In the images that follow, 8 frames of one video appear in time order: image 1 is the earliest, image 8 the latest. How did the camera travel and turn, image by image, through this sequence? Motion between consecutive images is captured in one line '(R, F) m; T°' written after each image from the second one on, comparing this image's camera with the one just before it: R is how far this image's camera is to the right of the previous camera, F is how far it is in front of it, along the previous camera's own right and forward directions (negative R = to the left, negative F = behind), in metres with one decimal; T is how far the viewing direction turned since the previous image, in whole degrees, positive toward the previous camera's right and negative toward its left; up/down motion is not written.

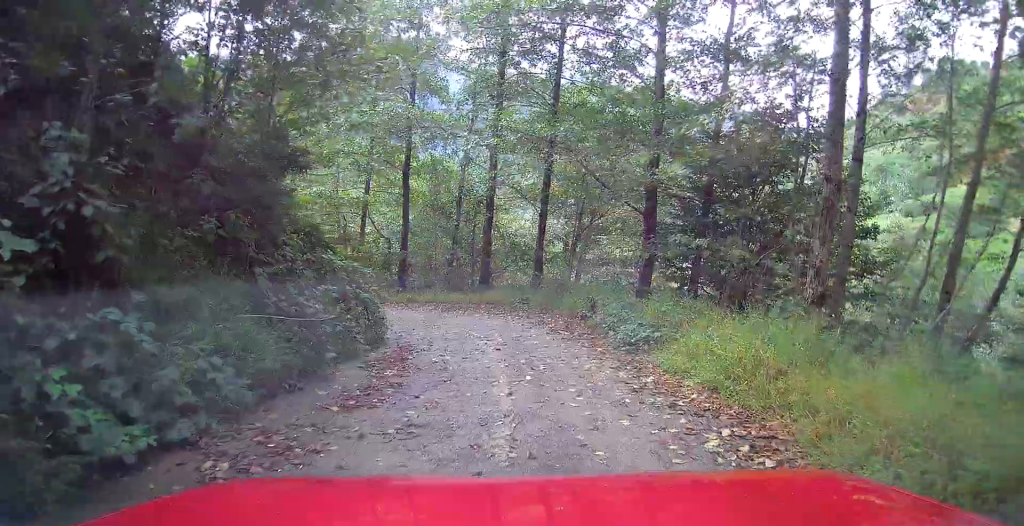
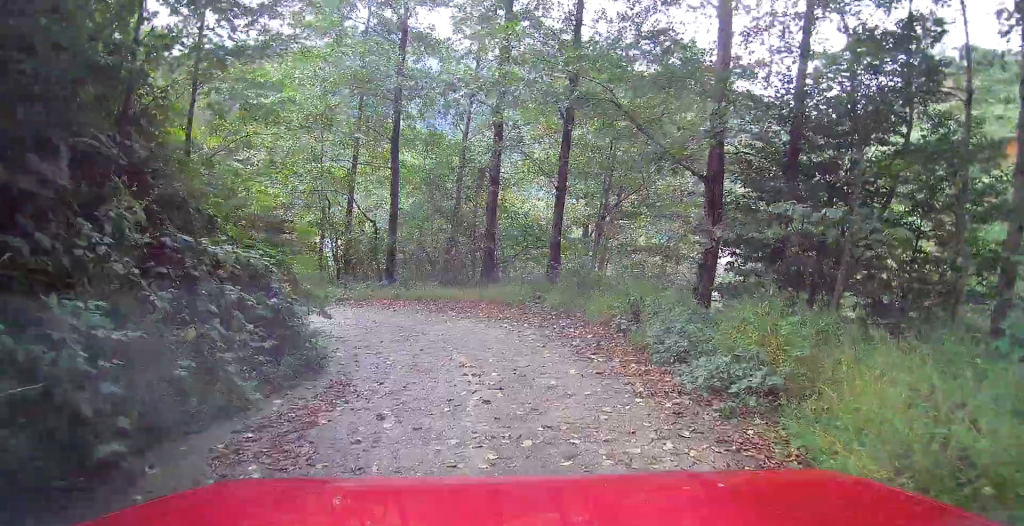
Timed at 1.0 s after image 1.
(0.0, +4.1) m; -2°
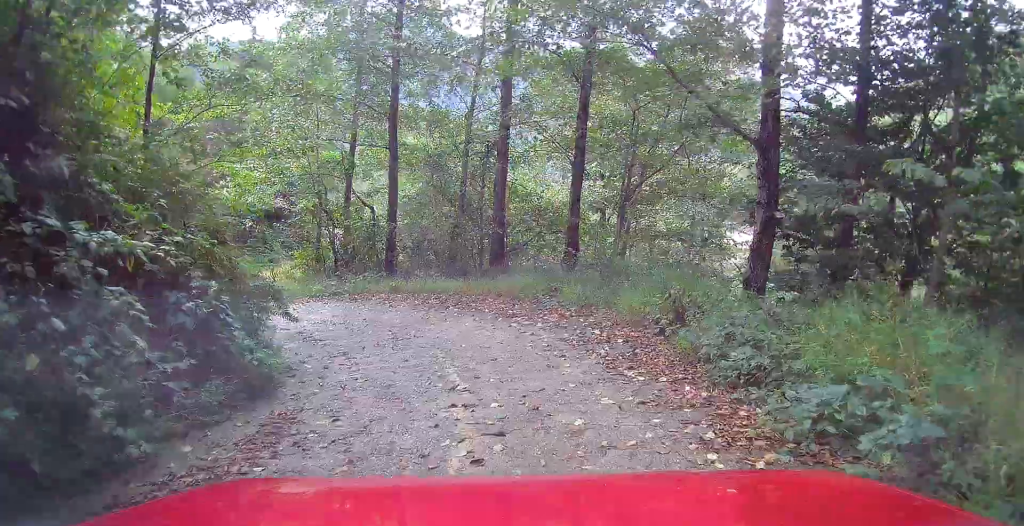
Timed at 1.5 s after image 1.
(-0.1, +1.8) m; -3°
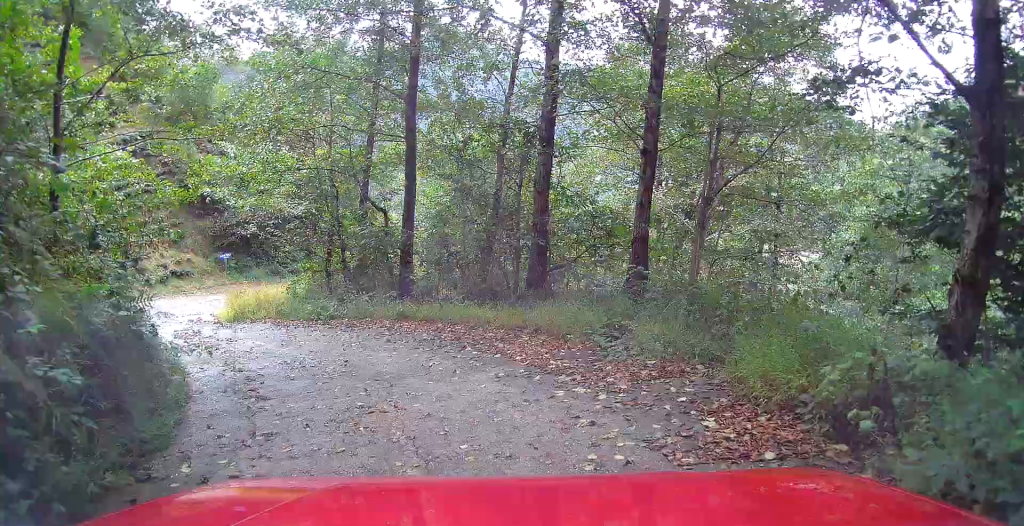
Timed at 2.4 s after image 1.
(-0.2, +3.5) m; -8°
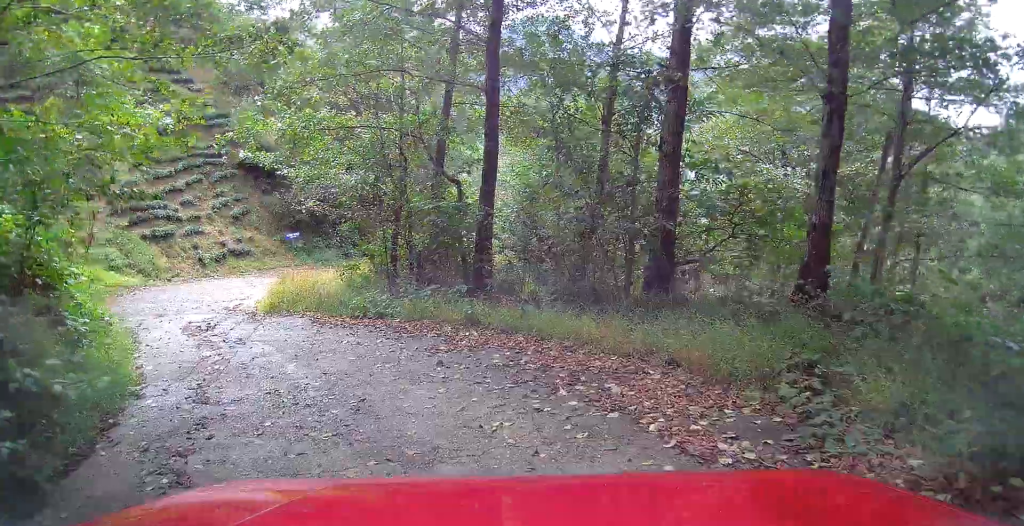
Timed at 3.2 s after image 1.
(-0.2, +3.2) m; -9°
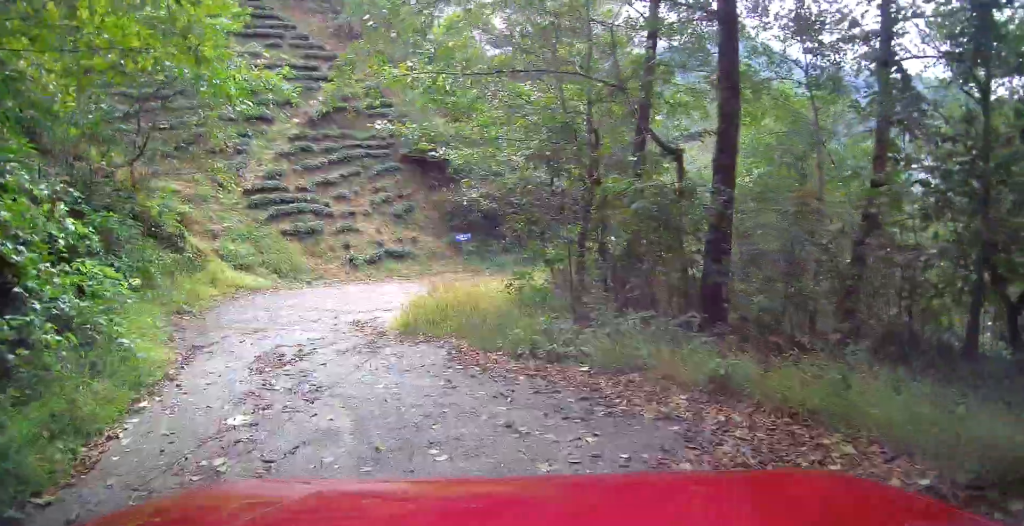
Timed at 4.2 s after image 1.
(-0.3, +3.7) m; -10°
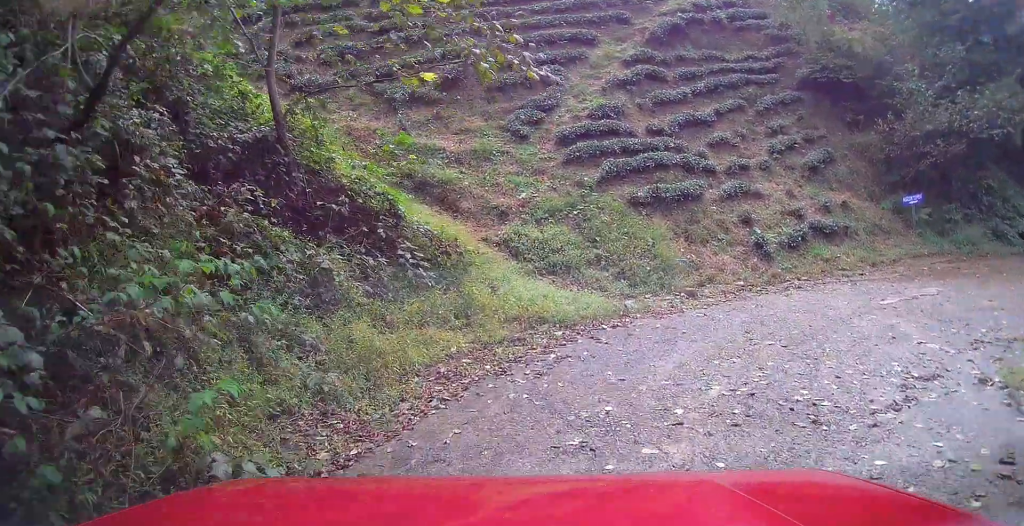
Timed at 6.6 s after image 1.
(-2.8, +7.8) m; -32°
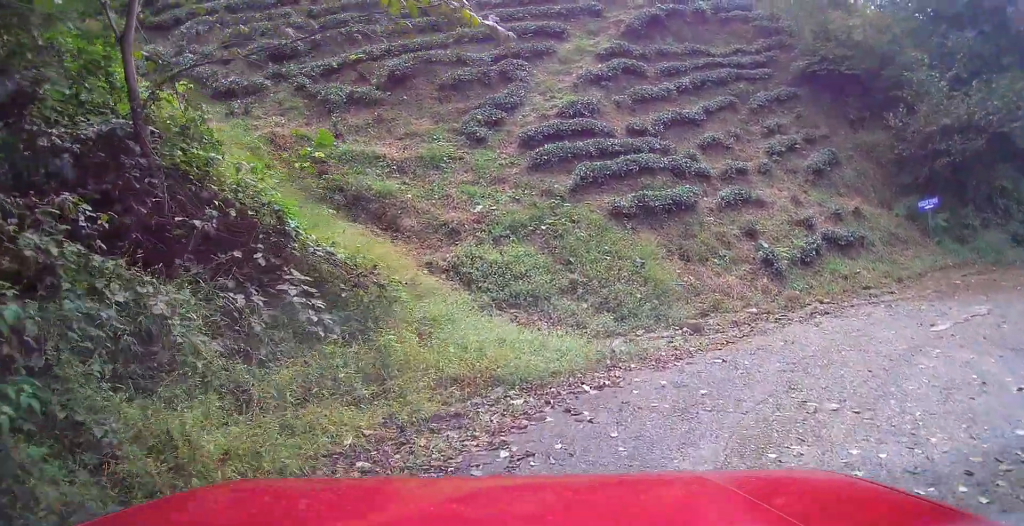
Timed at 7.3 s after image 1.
(0.0, +2.1) m; +3°
